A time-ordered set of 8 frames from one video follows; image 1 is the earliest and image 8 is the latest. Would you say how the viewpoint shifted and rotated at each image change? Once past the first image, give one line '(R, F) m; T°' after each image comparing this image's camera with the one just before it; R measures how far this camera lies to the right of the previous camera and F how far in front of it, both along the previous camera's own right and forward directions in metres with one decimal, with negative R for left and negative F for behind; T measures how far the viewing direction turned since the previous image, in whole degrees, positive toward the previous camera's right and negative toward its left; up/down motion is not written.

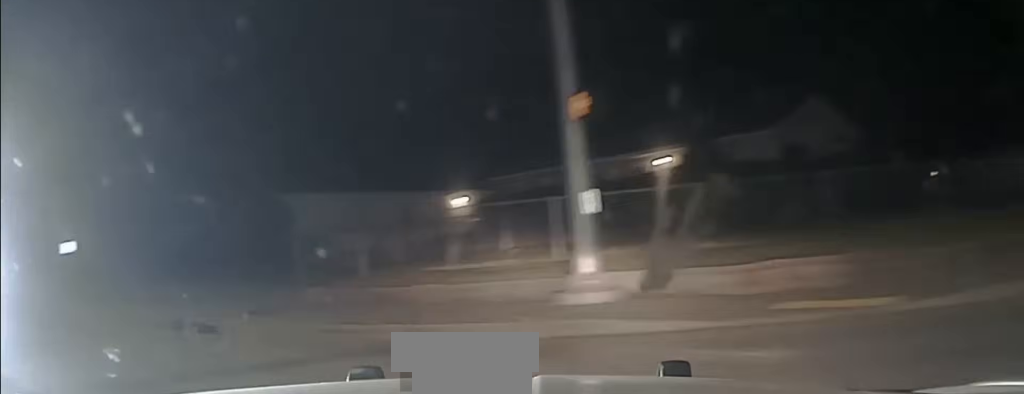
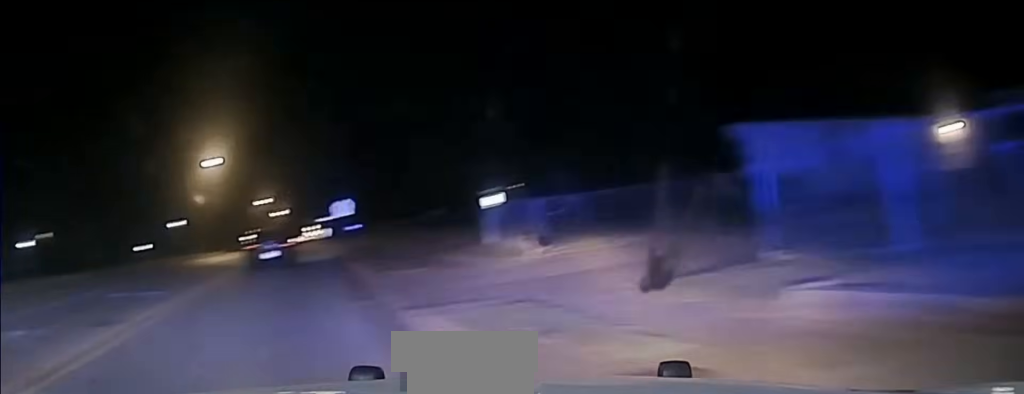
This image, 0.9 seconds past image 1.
(-1.4, +10.4) m; -25°
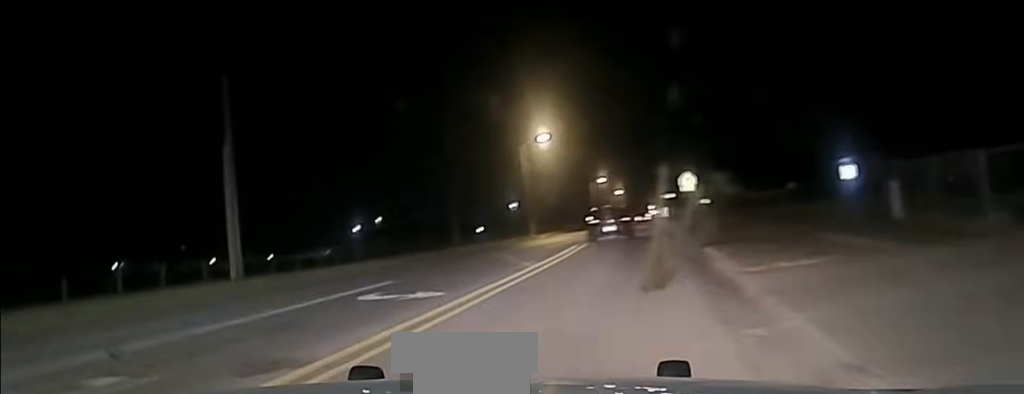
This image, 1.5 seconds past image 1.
(-2.2, +7.2) m; -13°
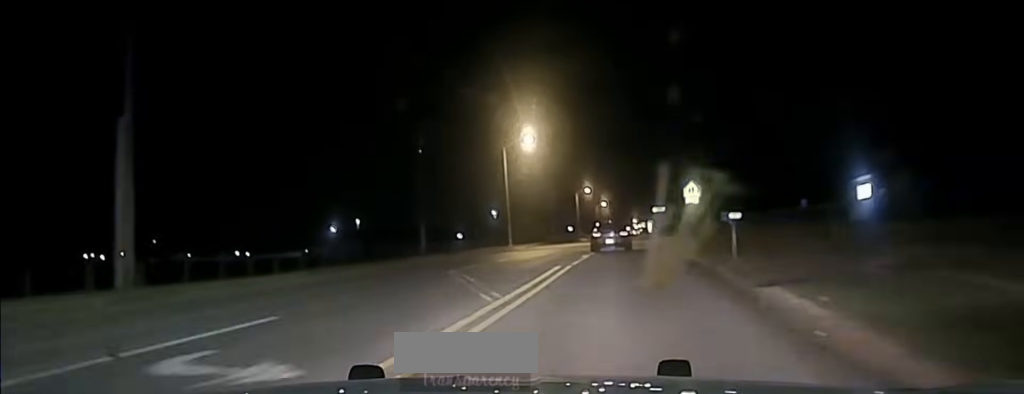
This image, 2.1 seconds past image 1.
(-1.0, +7.9) m; -8°
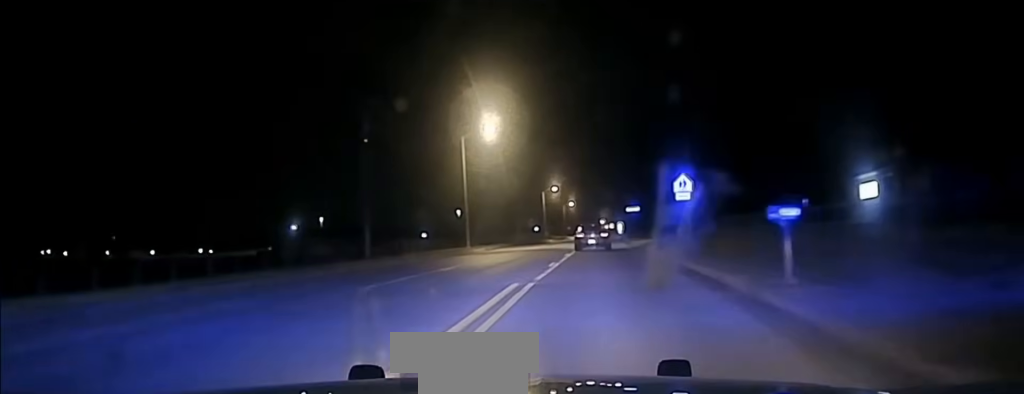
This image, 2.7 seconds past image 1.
(-0.3, +7.5) m; -1°
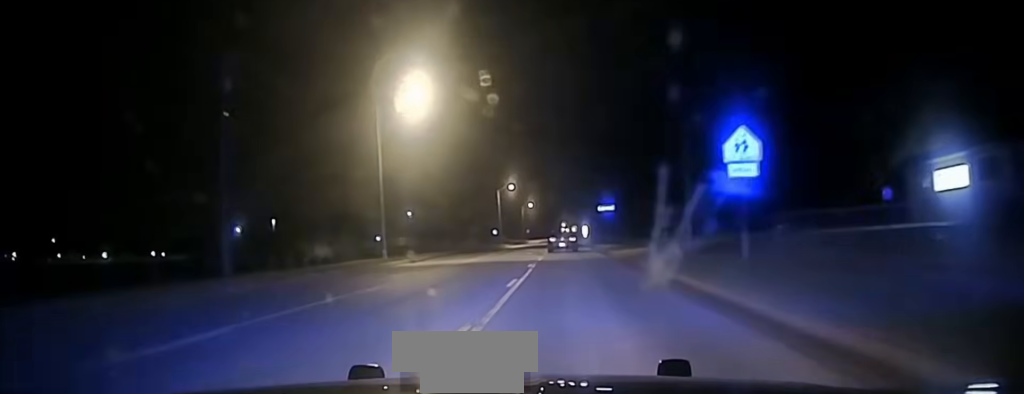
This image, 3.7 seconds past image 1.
(0.0, +16.3) m; +3°
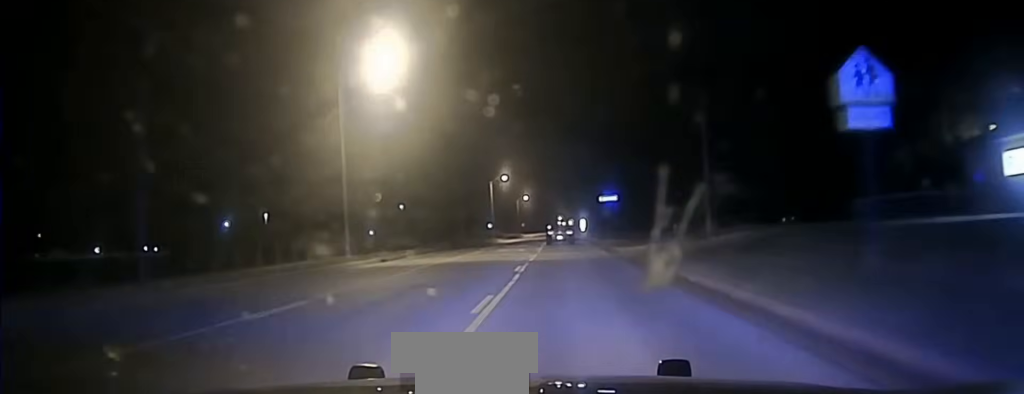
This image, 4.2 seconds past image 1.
(+0.2, +7.3) m; +1°
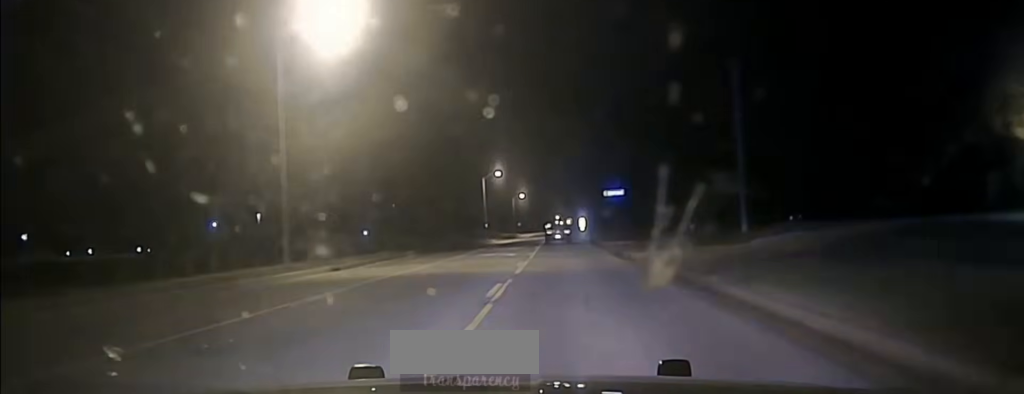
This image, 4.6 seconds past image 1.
(+0.2, +7.9) m; +1°
